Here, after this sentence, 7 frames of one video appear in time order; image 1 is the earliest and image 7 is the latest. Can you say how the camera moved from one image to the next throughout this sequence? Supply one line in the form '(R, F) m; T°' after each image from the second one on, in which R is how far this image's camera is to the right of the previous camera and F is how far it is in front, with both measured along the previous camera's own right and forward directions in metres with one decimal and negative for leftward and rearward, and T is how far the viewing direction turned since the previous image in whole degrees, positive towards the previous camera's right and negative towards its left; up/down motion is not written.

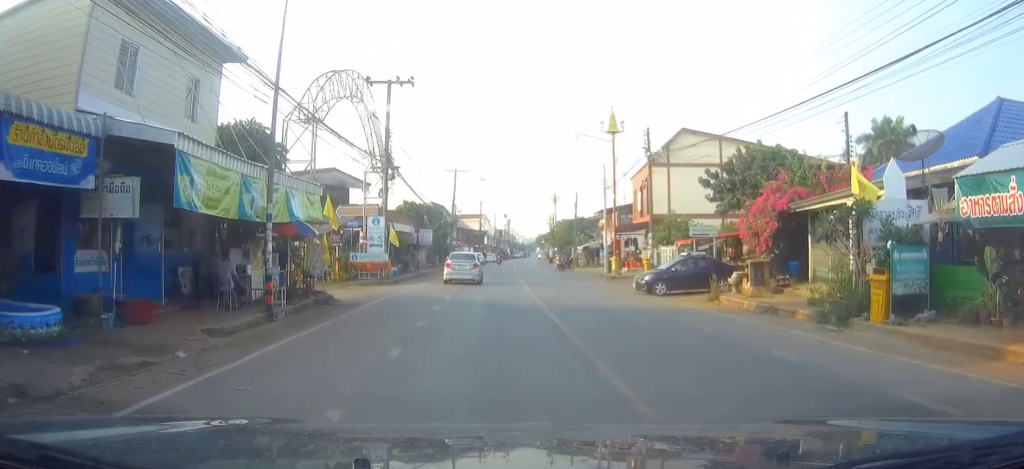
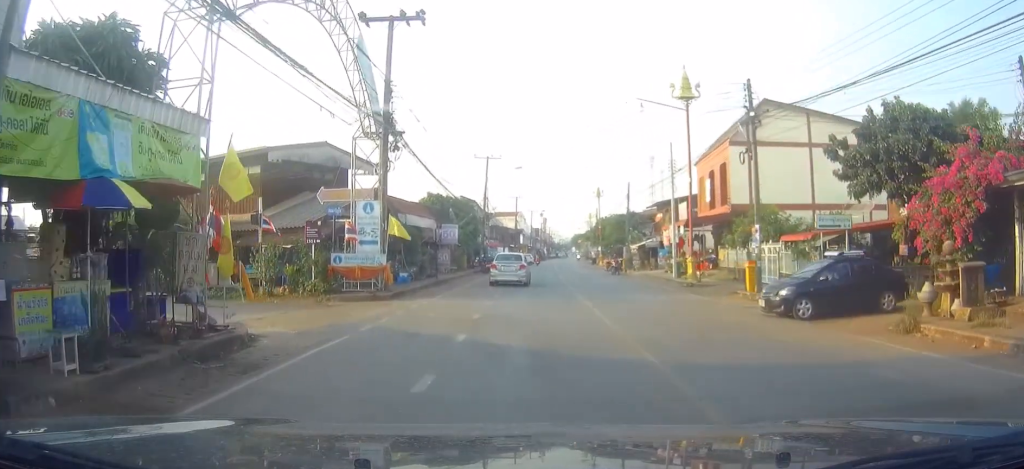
(-0.3, +9.0) m; -5°
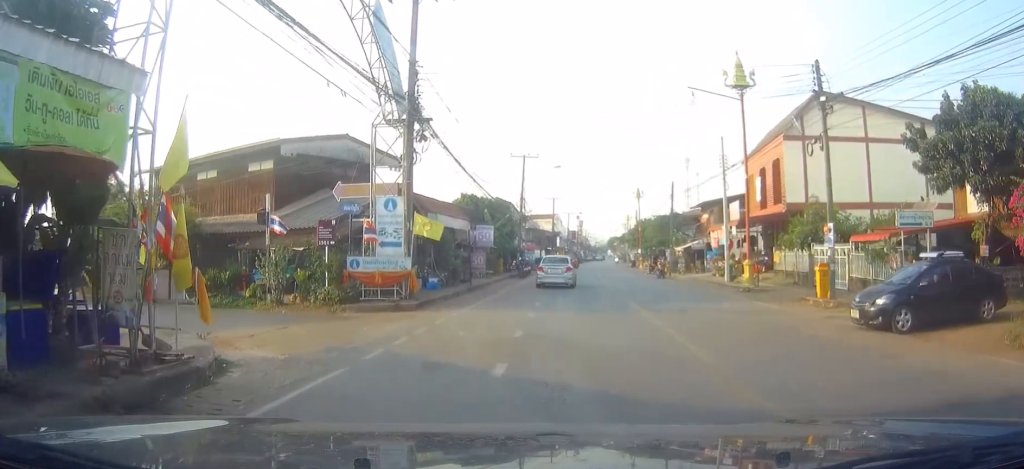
(-0.1, +2.9) m; -6°
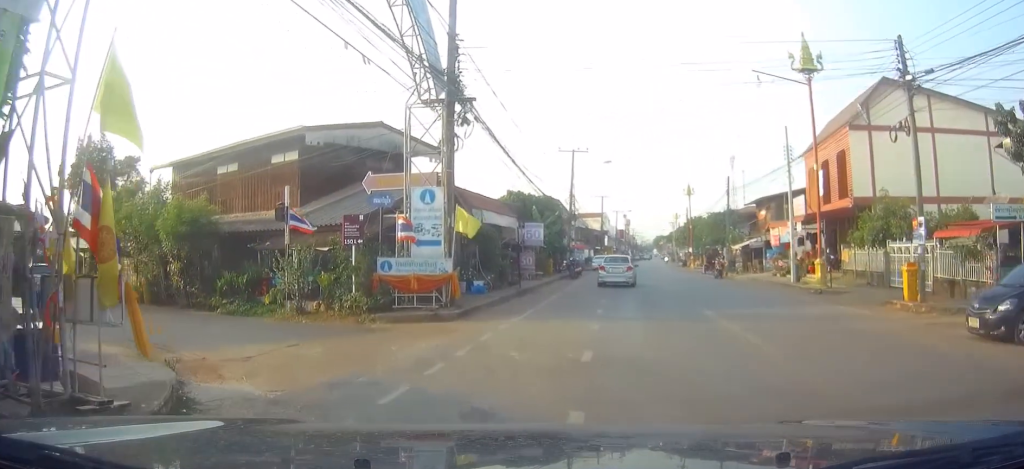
(+0.1, +2.6) m; -6°
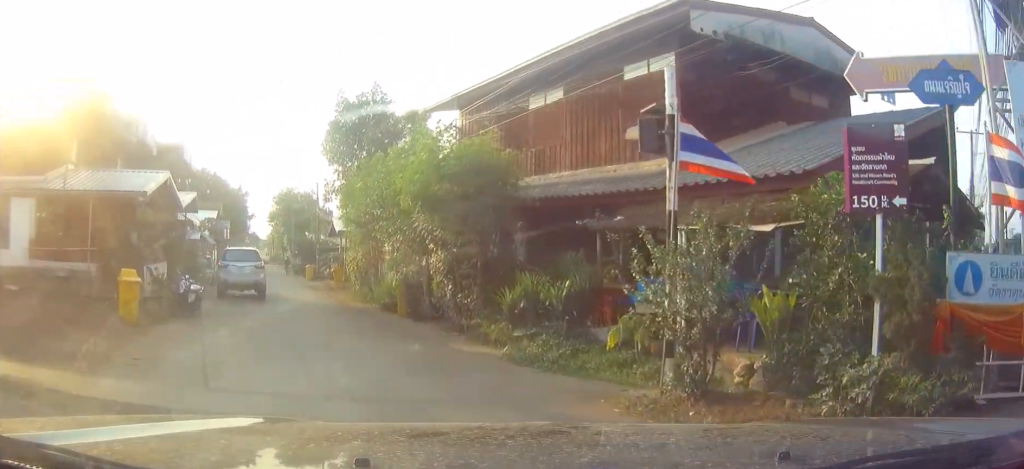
(-3.6, +11.4) m; -32°
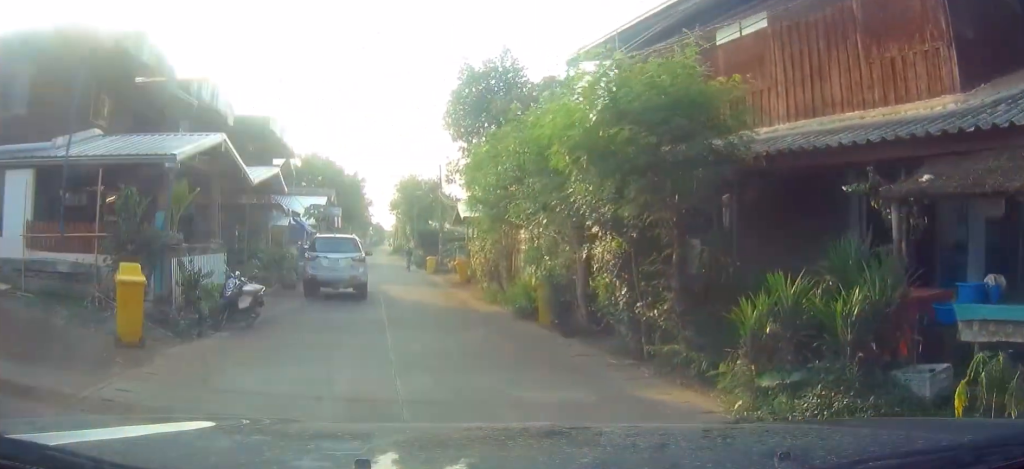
(-0.1, +4.8) m; -3°
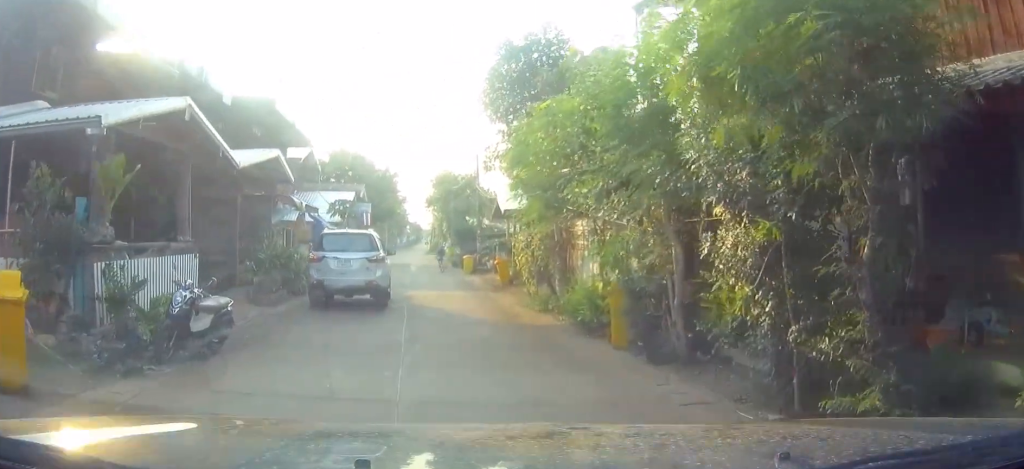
(-0.2, +3.7) m; 0°
